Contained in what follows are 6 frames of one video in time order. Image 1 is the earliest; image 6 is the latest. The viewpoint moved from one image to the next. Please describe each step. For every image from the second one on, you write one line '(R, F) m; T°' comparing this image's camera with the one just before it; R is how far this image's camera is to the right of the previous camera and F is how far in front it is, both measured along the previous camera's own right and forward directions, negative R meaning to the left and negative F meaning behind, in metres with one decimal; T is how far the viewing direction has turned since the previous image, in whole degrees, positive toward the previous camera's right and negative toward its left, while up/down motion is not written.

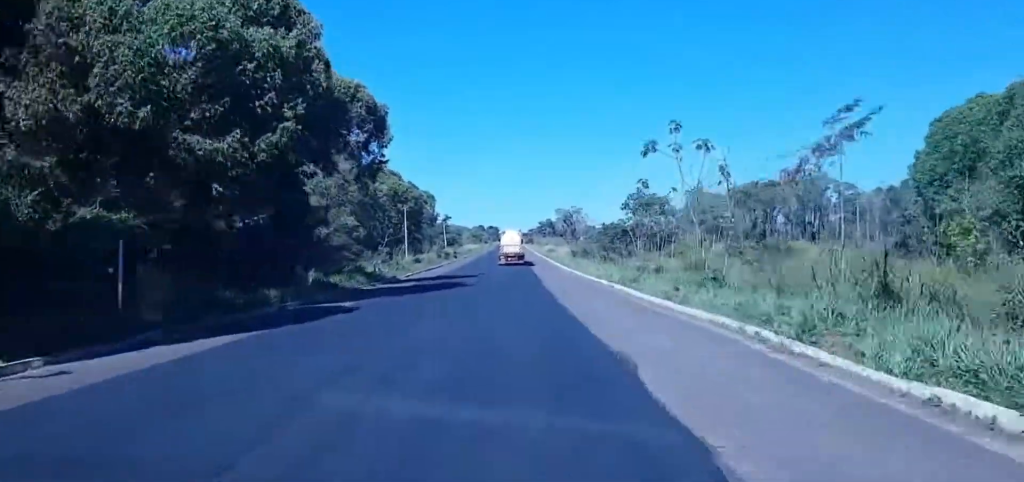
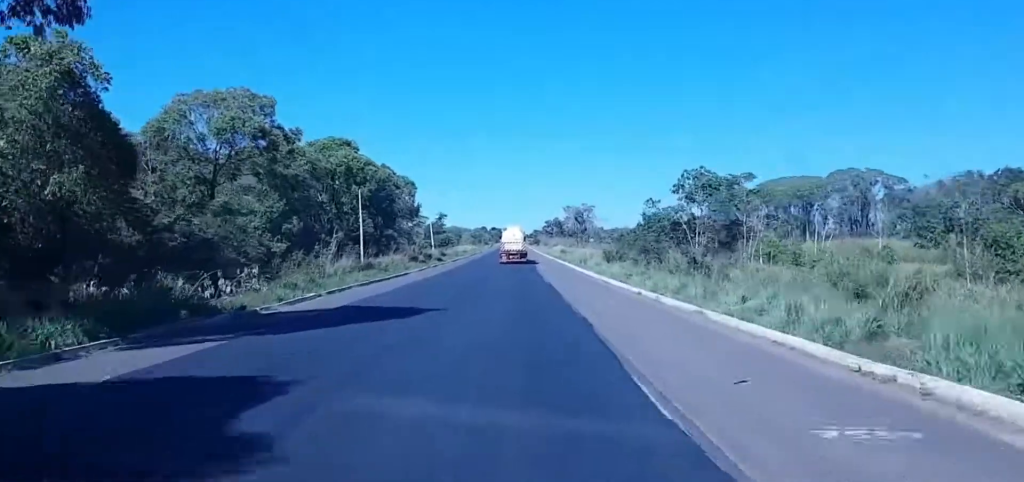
(-1.1, +41.3) m; -3°
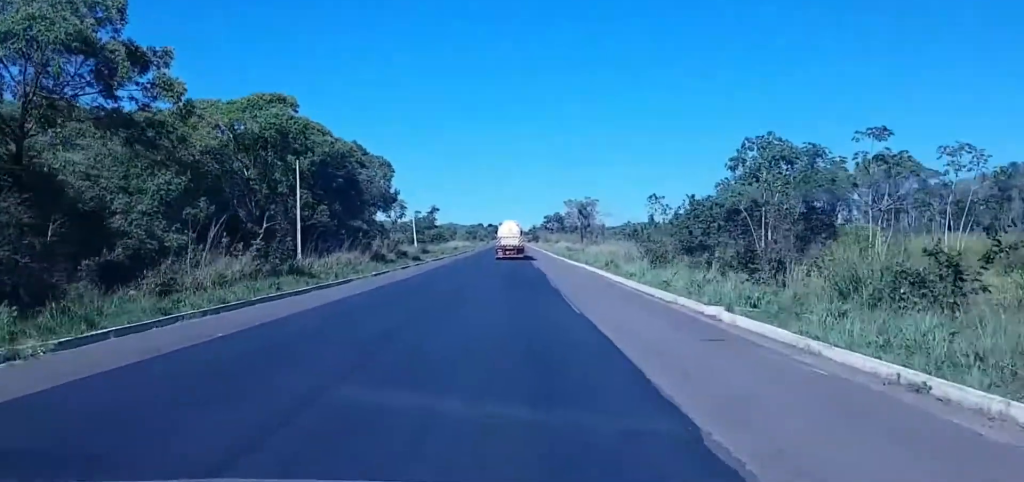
(-0.2, +26.7) m; +1°
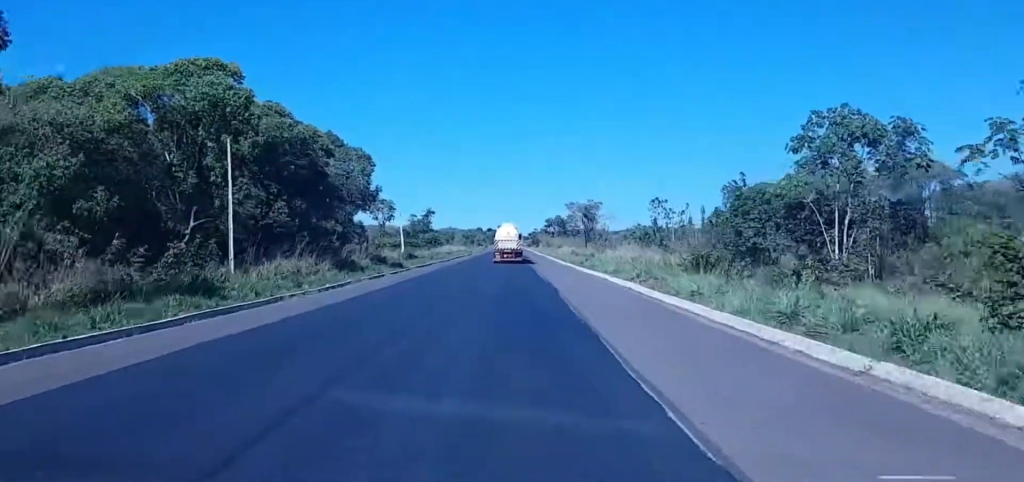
(+0.3, +16.3) m; +2°
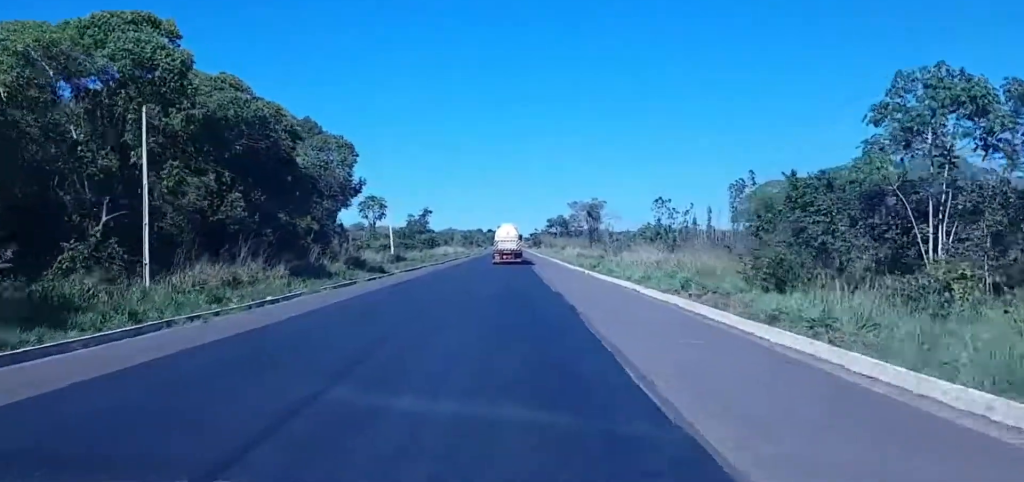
(+0.2, +12.4) m; +1°
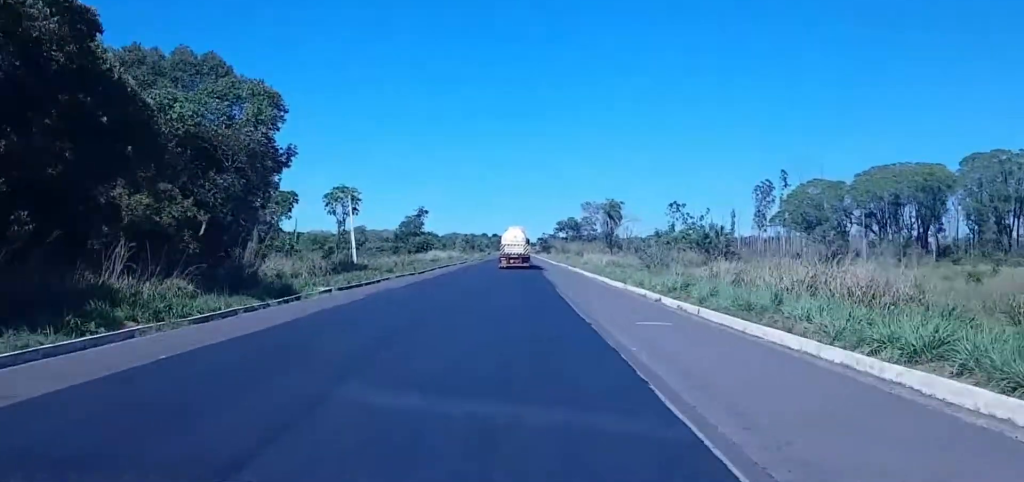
(+0.5, +33.0) m; 0°
